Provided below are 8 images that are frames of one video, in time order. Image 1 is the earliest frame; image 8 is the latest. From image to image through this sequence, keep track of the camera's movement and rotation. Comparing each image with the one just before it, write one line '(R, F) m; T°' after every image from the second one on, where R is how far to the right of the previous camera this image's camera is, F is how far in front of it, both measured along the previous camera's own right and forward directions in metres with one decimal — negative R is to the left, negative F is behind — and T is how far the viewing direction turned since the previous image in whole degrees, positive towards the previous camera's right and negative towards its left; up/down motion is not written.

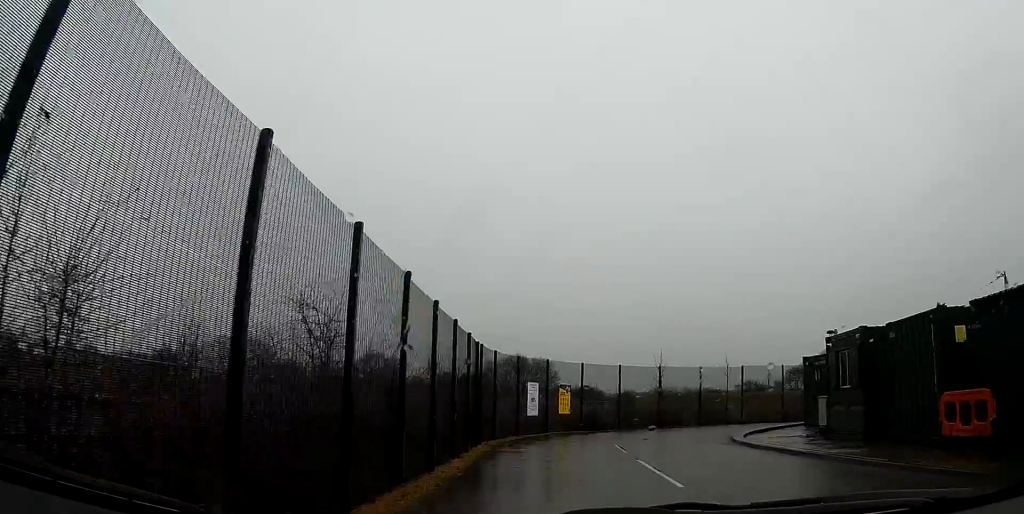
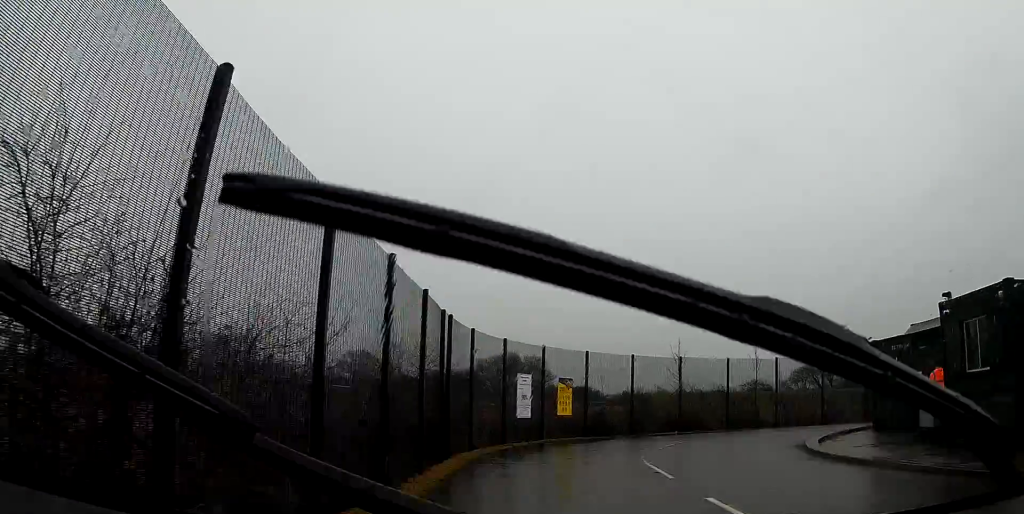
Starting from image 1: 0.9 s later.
(+0.2, +5.2) m; -1°
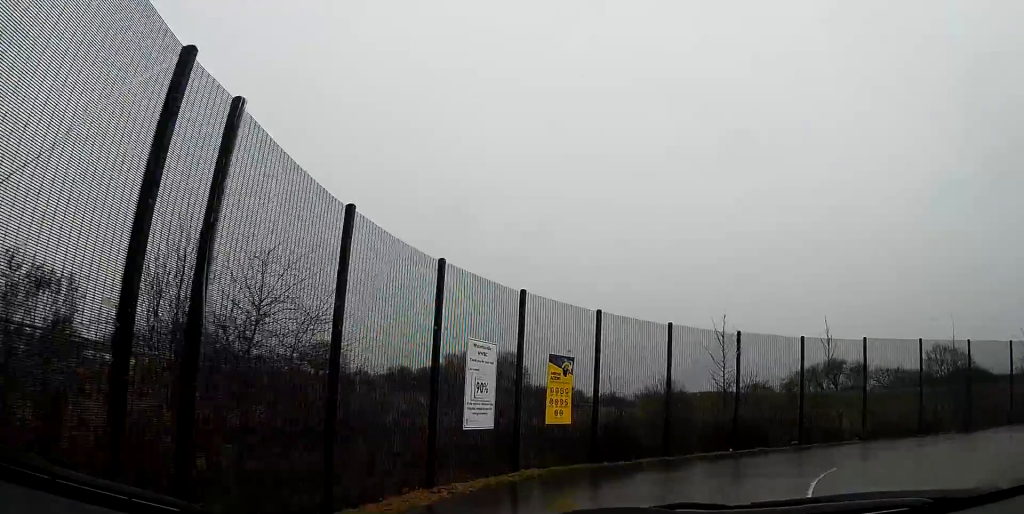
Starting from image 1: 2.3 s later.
(-0.2, +9.5) m; +1°
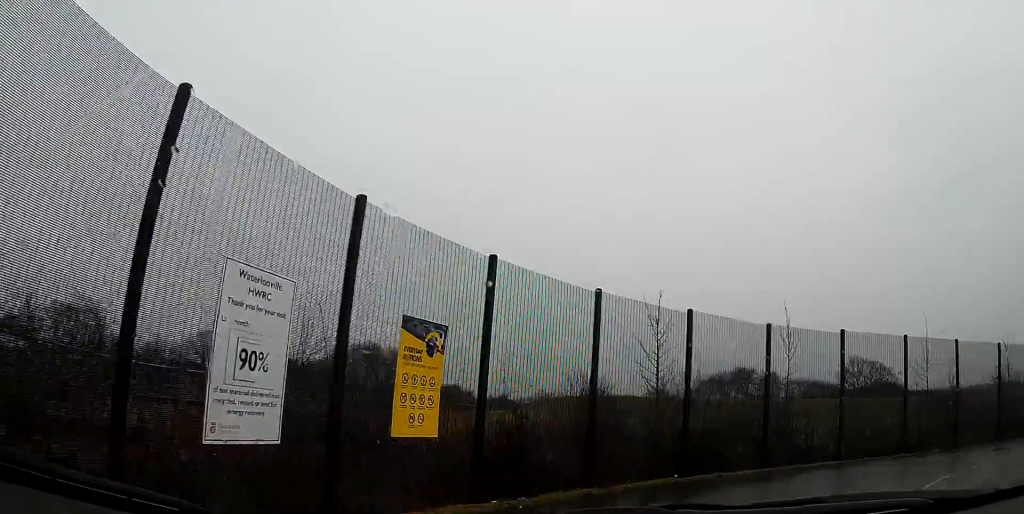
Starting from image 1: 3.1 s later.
(+0.1, +5.0) m; +6°
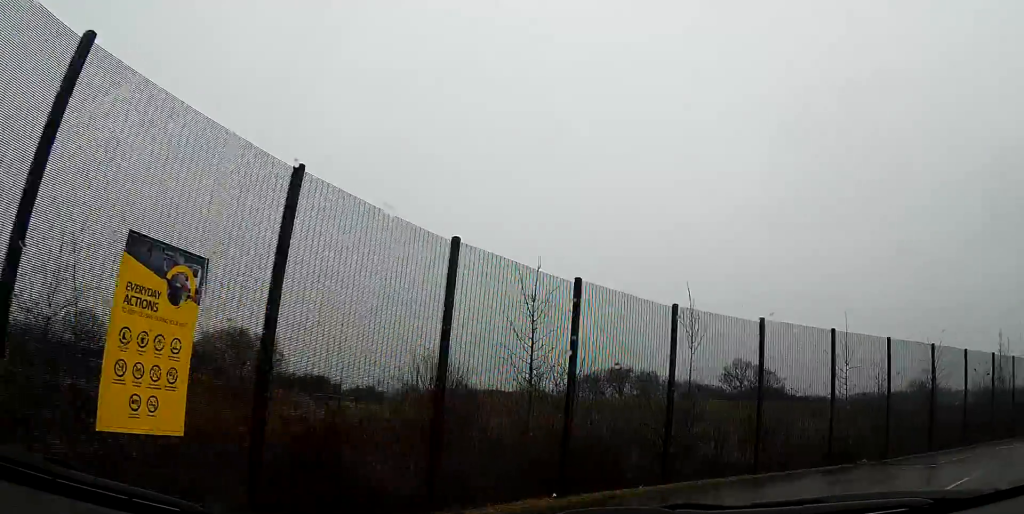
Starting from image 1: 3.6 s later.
(-0.2, +3.0) m; +5°
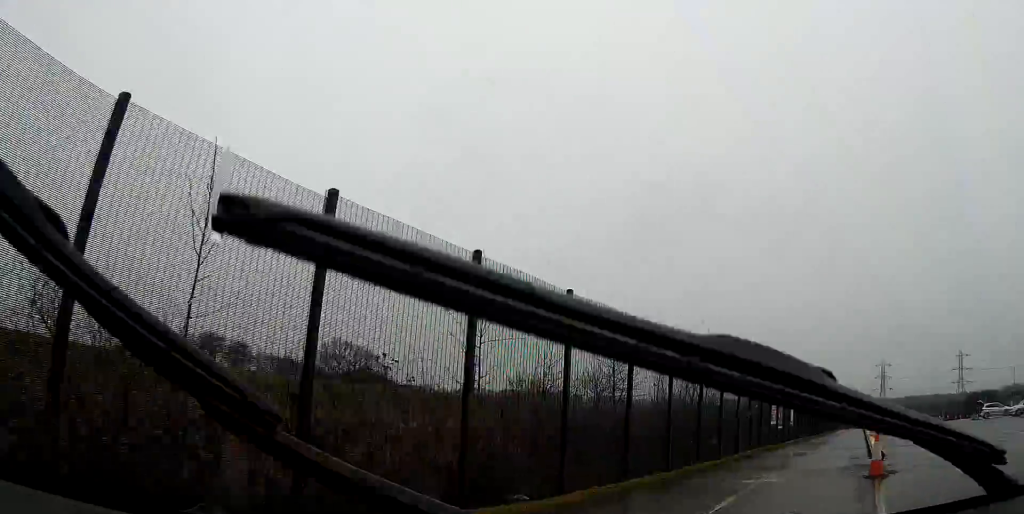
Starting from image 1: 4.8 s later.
(+1.7, +7.3) m; +26°
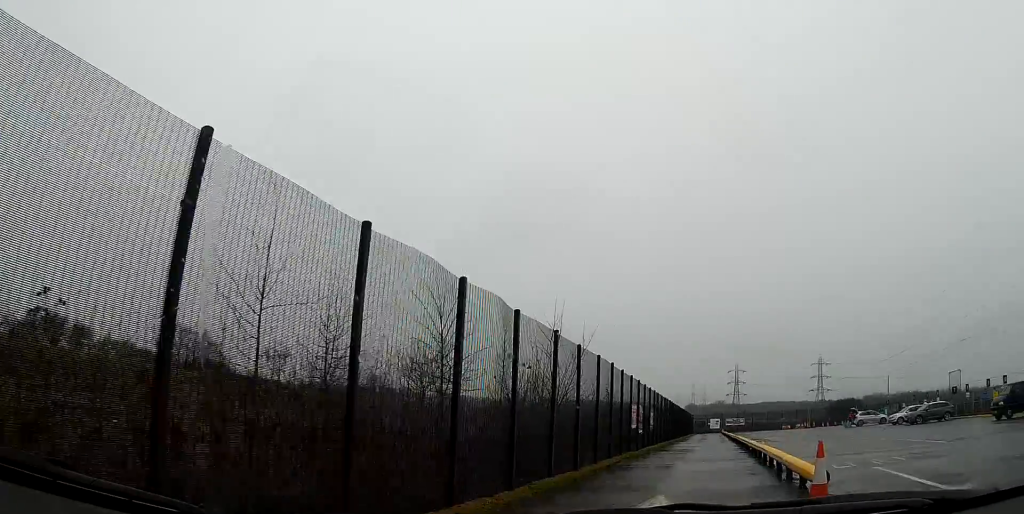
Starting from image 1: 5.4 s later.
(+0.4, +3.3) m; +15°
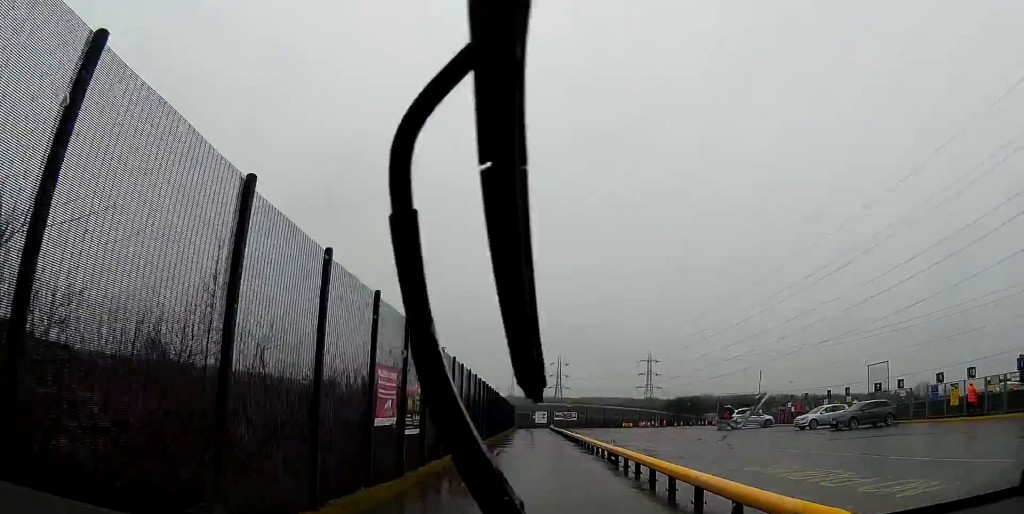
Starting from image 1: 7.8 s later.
(+5.8, +13.0) m; +35°
